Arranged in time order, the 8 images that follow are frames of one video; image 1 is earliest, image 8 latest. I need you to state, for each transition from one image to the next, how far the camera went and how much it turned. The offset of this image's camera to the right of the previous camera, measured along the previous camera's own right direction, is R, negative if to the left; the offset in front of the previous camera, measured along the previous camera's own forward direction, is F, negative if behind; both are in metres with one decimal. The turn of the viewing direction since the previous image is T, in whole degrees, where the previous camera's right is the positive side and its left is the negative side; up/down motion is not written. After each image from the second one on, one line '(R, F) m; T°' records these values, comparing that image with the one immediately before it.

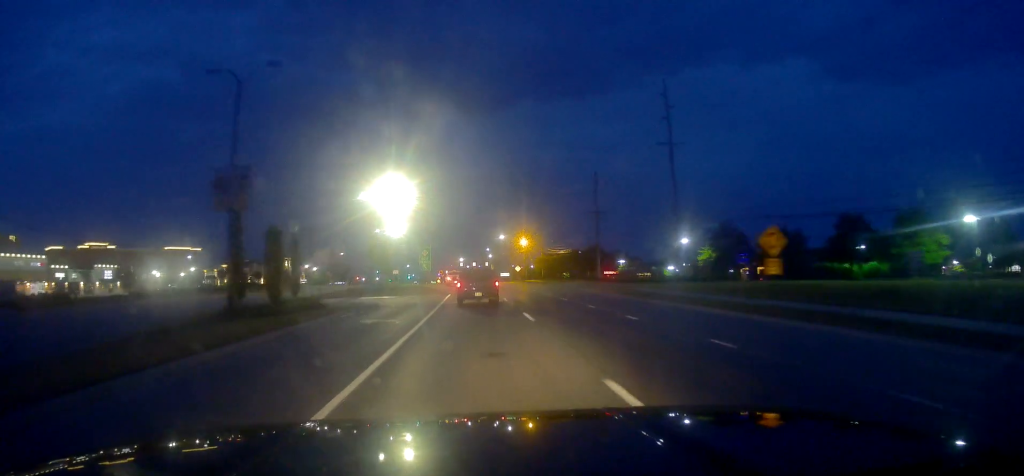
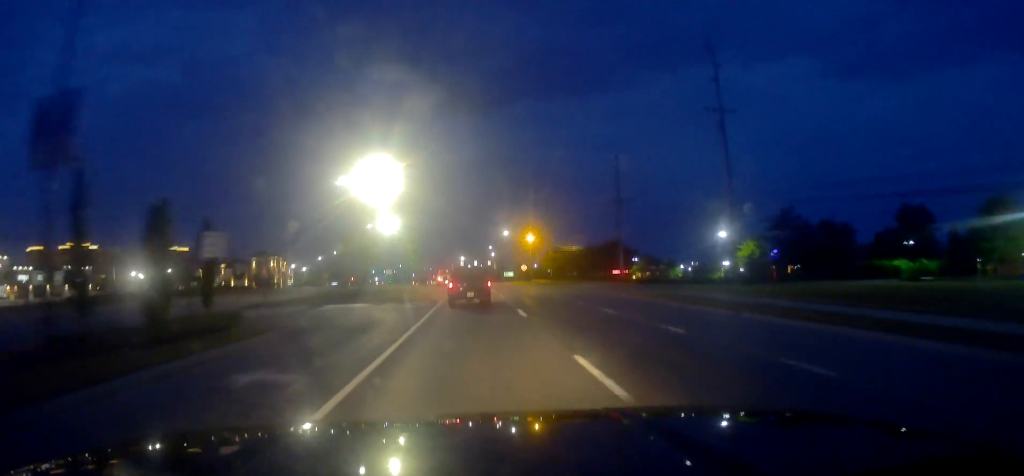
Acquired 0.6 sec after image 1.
(+0.1, +12.5) m; 0°
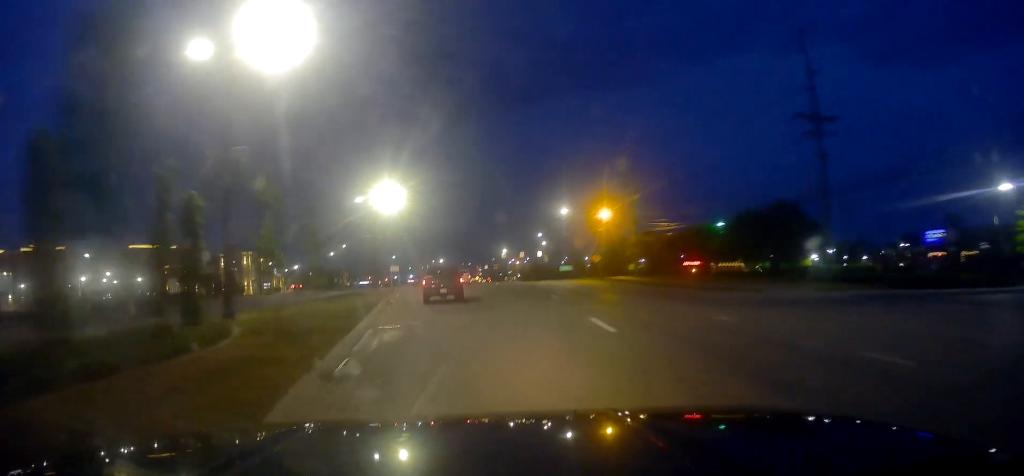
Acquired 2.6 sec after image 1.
(-0.2, +38.6) m; -2°
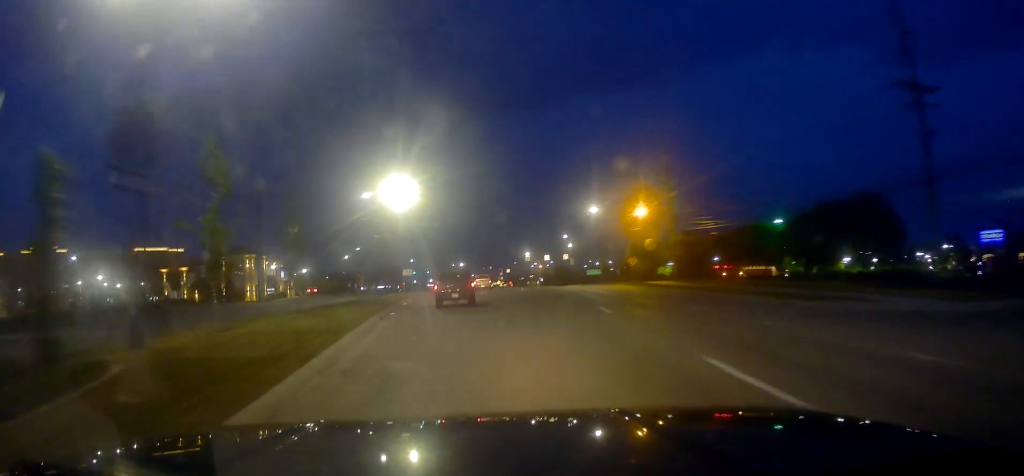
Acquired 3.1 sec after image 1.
(+0.2, +8.2) m; -1°
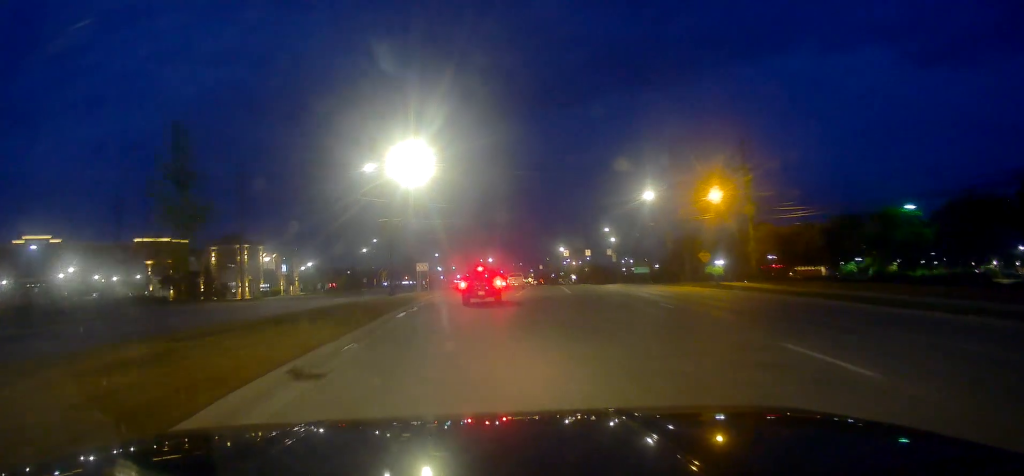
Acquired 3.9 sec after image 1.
(-0.4, +15.4) m; -3°
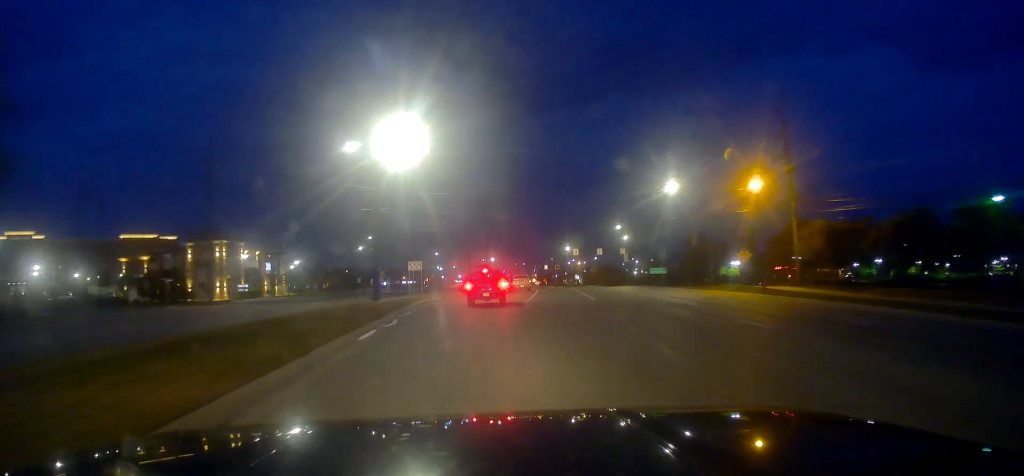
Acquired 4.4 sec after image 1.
(-0.1, +8.6) m; -2°
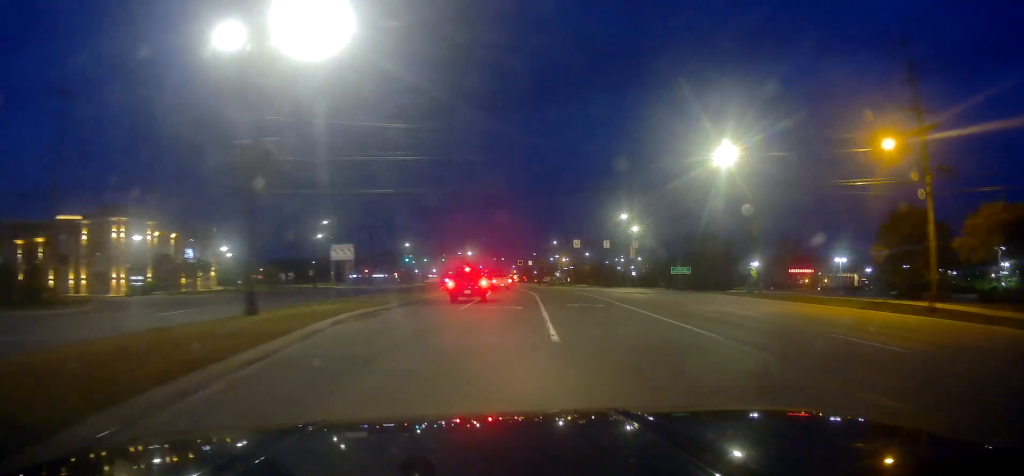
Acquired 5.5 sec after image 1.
(-0.6, +20.8) m; -2°
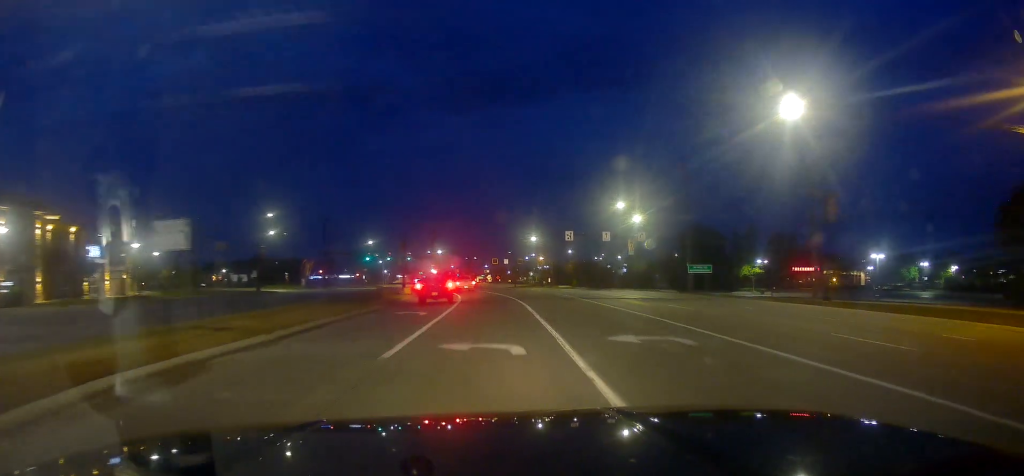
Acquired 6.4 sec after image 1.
(-0.2, +15.5) m; 0°
